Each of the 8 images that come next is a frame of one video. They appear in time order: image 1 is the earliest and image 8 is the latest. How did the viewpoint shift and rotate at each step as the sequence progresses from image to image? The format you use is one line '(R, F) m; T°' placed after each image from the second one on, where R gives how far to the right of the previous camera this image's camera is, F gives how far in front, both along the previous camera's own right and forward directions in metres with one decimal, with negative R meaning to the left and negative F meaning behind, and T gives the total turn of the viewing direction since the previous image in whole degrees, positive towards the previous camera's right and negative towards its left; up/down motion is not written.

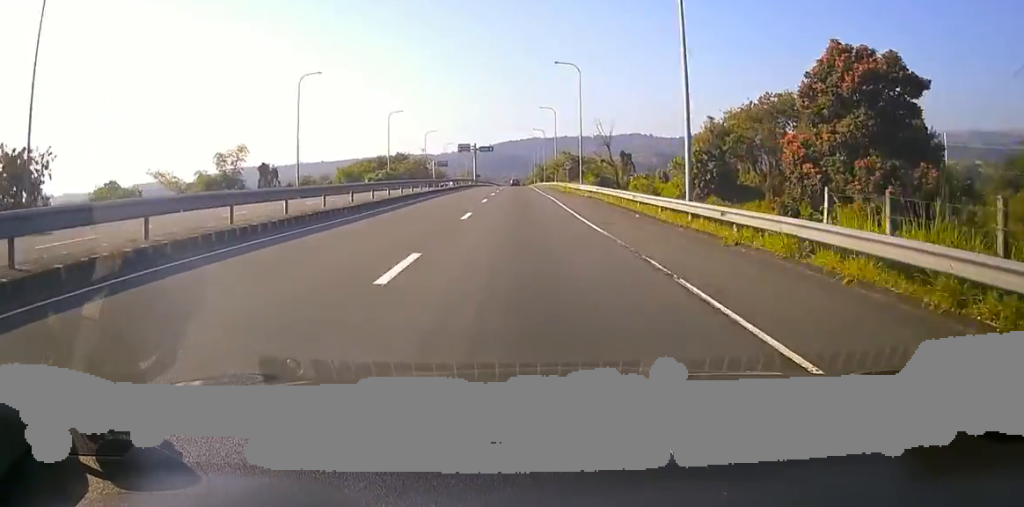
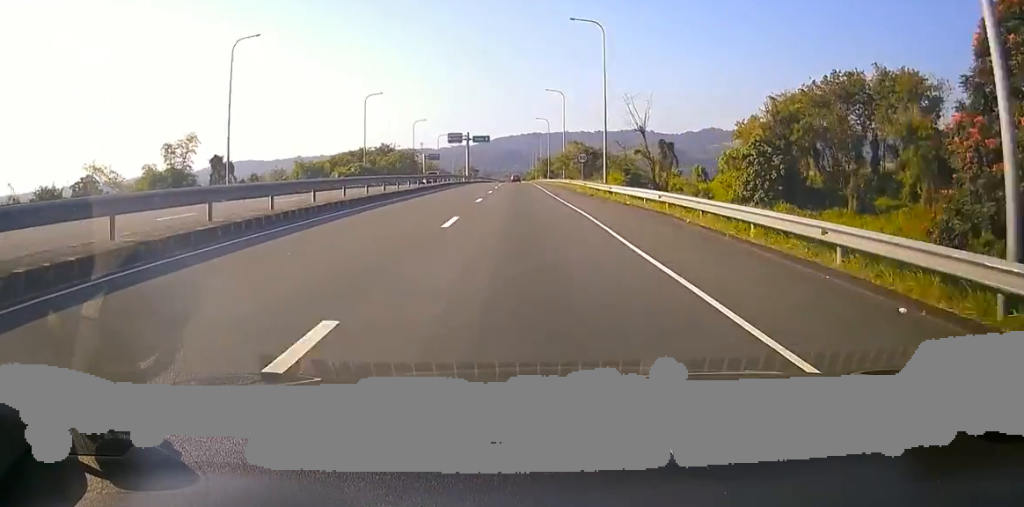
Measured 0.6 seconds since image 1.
(+0.3, +16.8) m; +1°
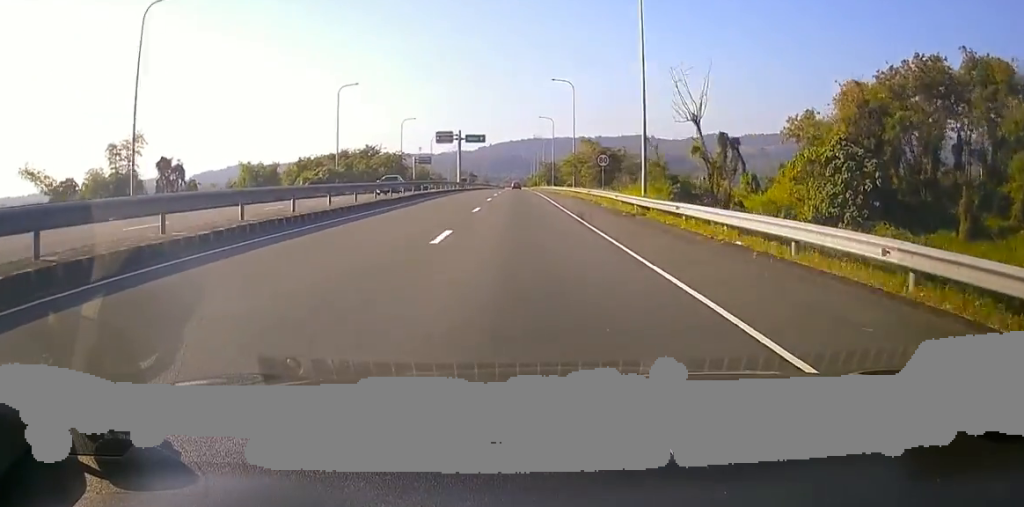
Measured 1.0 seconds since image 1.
(+0.1, +13.8) m; 0°
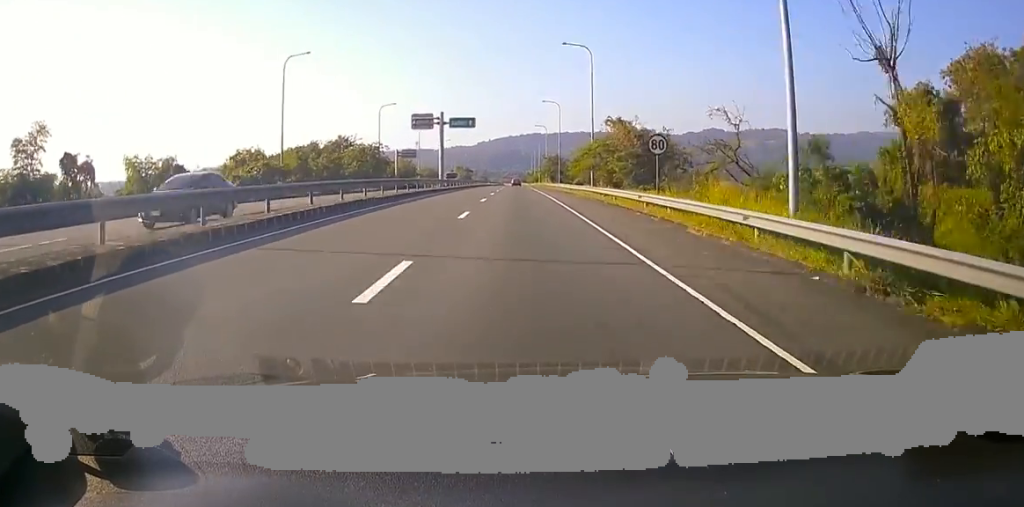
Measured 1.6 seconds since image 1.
(+0.1, +17.8) m; -1°
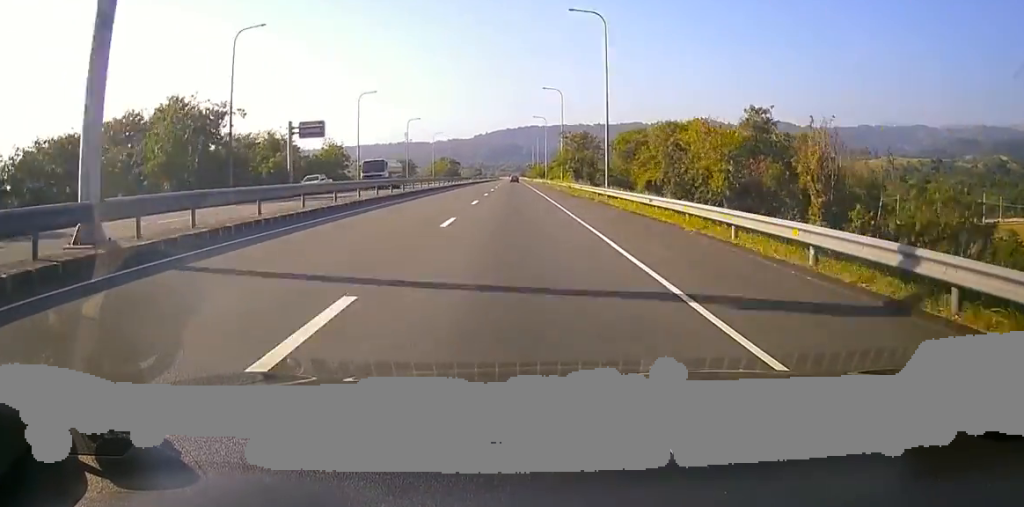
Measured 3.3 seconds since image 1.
(+0.1, +51.5) m; +2°
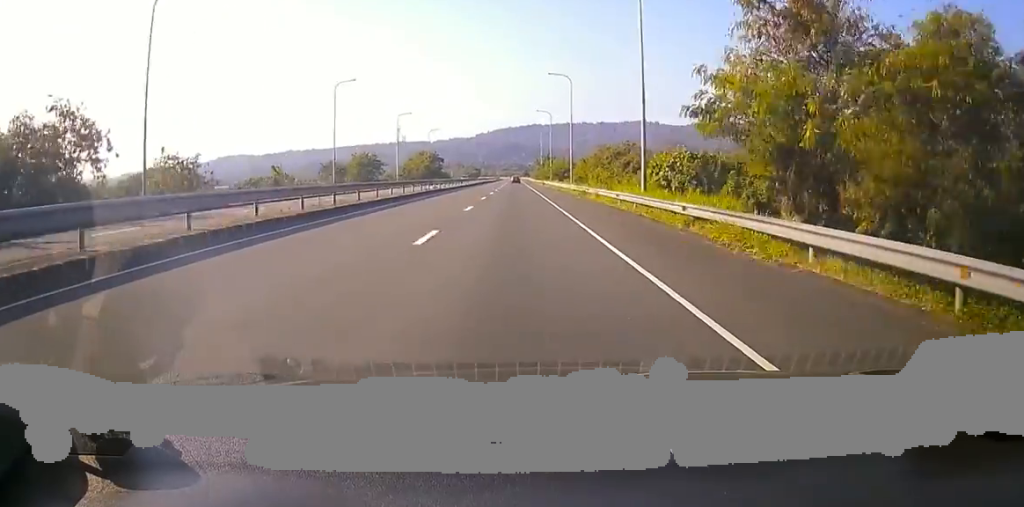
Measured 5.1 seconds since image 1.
(-0.5, +52.6) m; -2°
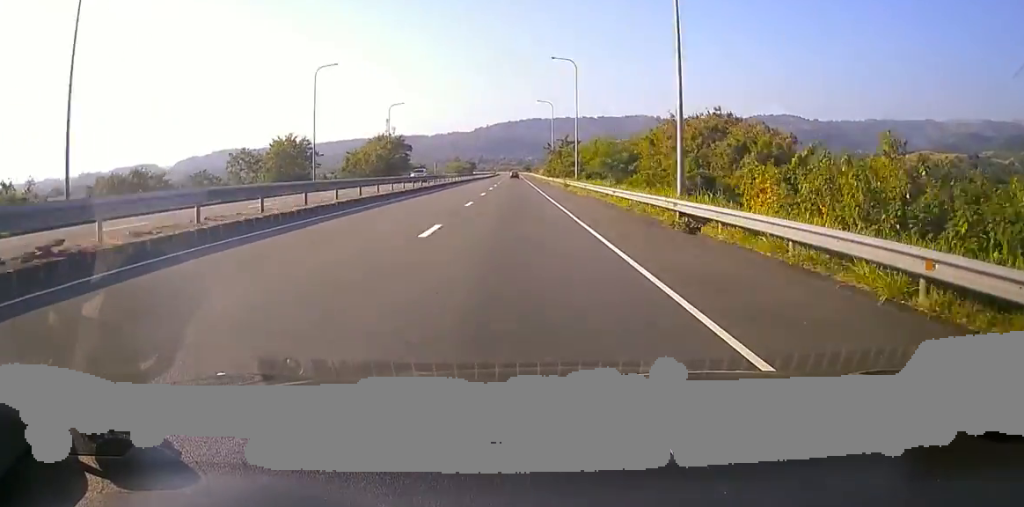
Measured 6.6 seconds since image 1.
(+0.8, +47.7) m; +1°
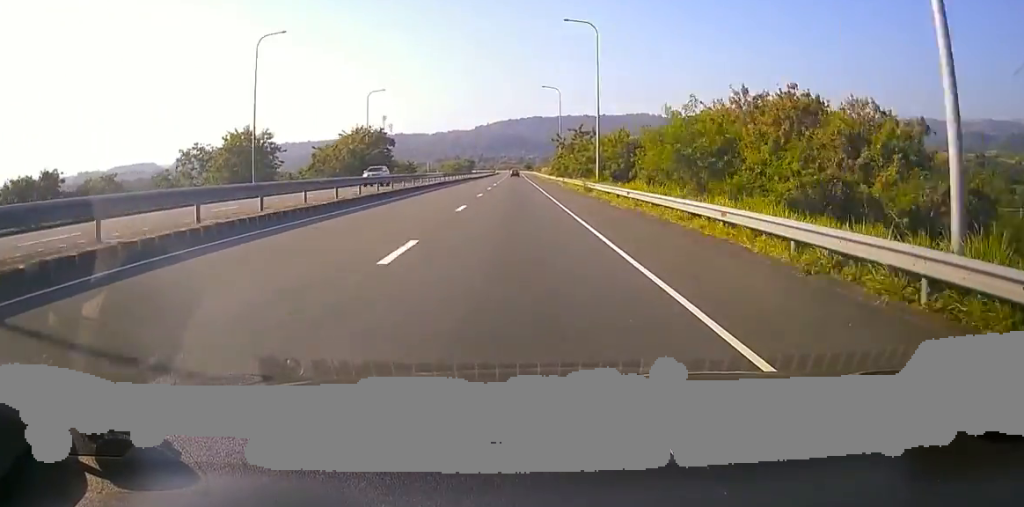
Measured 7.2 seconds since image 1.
(-0.1, +16.8) m; 0°
